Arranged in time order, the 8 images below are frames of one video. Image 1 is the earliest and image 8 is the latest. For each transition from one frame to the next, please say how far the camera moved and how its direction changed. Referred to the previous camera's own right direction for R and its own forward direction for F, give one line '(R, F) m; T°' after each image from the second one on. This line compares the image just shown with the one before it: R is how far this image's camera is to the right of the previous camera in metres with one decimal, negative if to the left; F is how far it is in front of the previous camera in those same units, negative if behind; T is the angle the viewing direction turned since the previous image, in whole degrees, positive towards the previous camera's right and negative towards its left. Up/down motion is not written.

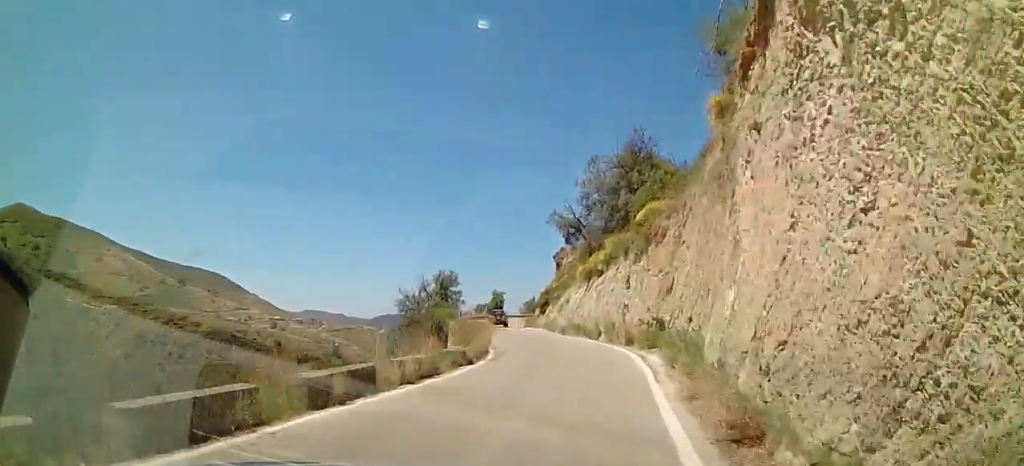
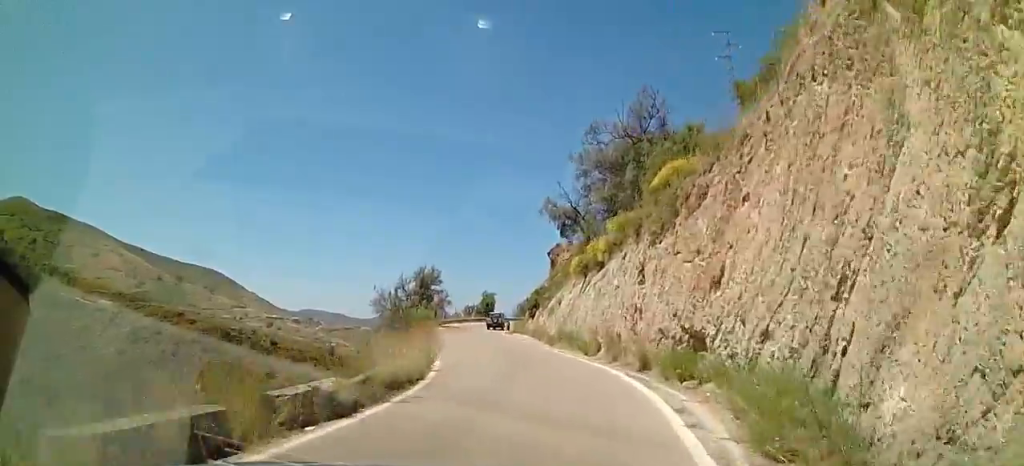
(+0.4, +7.8) m; -3°
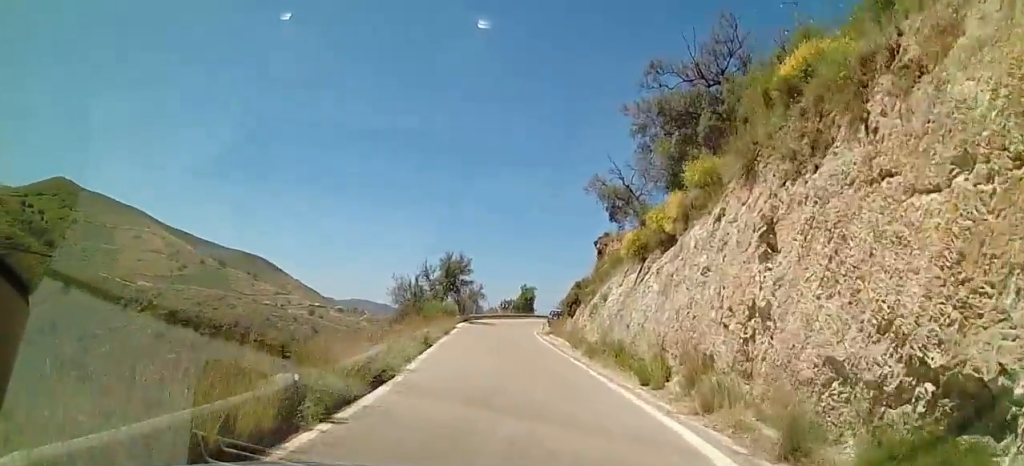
(-0.4, +8.2) m; -6°
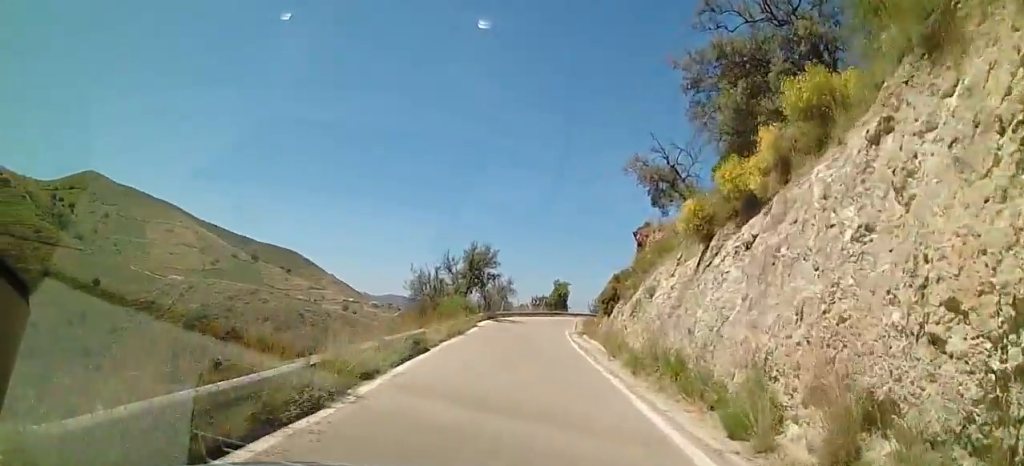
(-0.2, +5.0) m; -5°
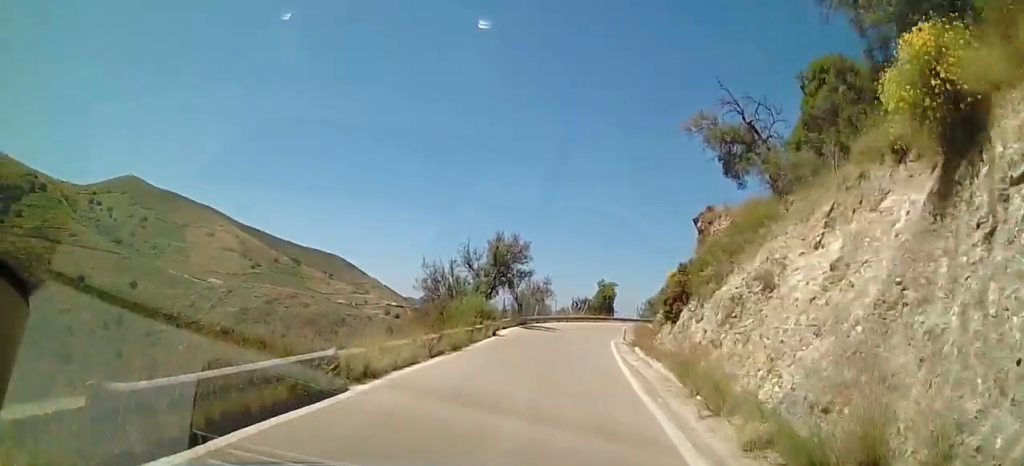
(-0.6, +8.6) m; -2°
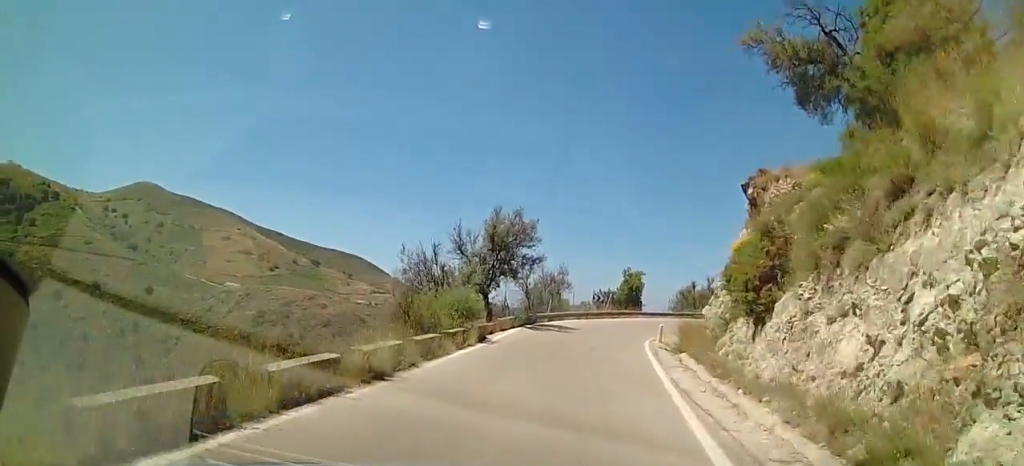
(0.0, +8.1) m; -2°
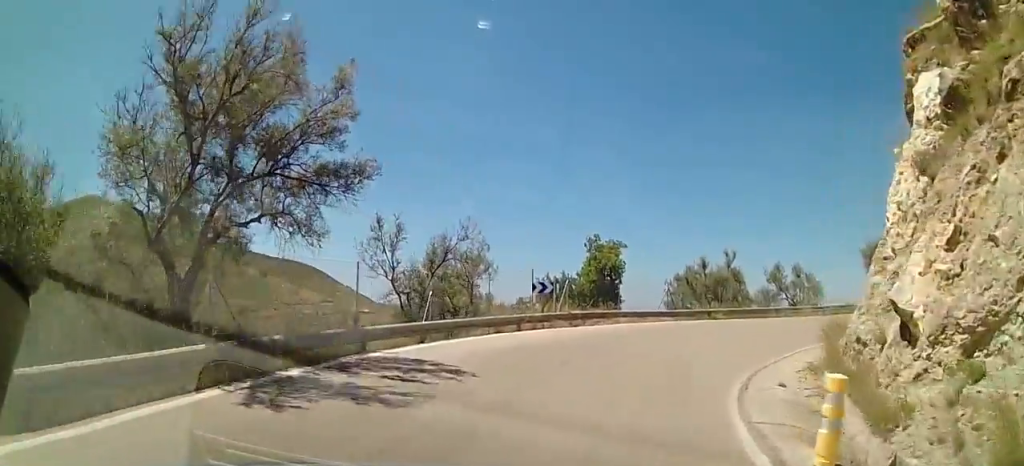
(-0.6, +21.4) m; +5°
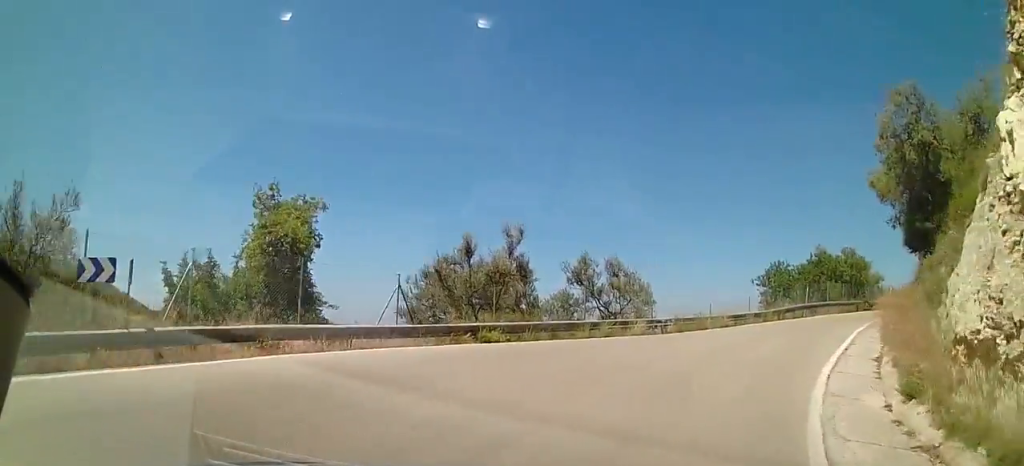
(+2.0, +13.4) m; +20°
